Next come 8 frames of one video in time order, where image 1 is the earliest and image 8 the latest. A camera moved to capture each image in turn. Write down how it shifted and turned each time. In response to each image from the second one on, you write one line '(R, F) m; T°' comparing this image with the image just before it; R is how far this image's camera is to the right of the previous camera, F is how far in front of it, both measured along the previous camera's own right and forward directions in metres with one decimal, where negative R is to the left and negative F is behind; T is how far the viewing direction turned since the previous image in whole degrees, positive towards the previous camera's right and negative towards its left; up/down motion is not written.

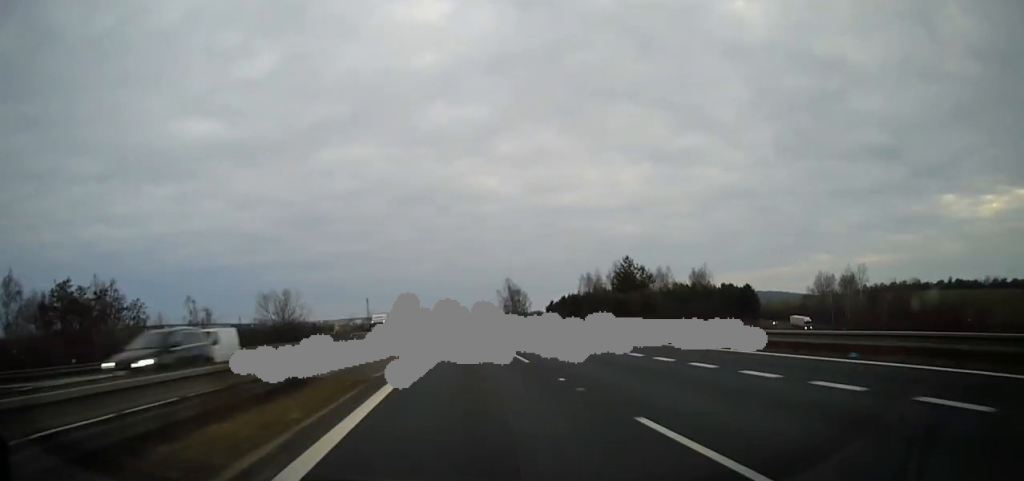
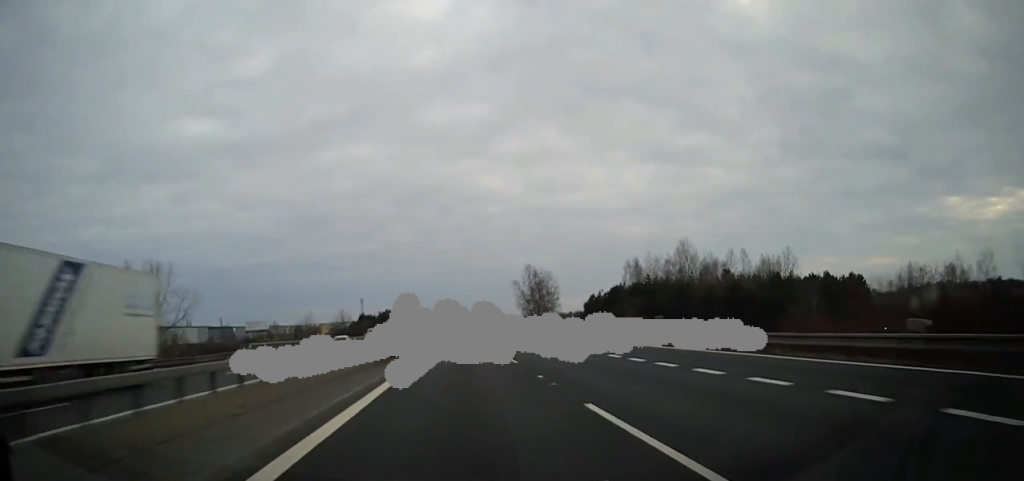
(-0.3, +52.0) m; -1°
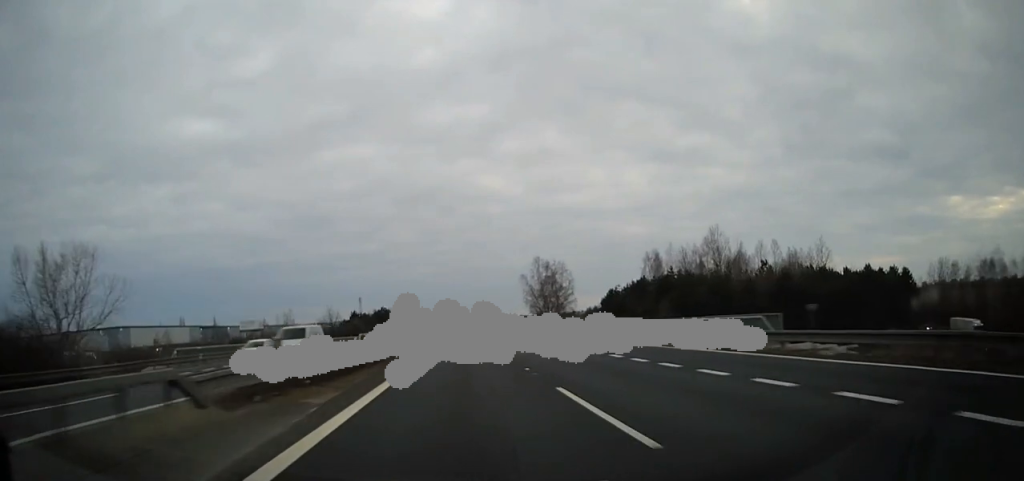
(0.0, +15.2) m; 0°
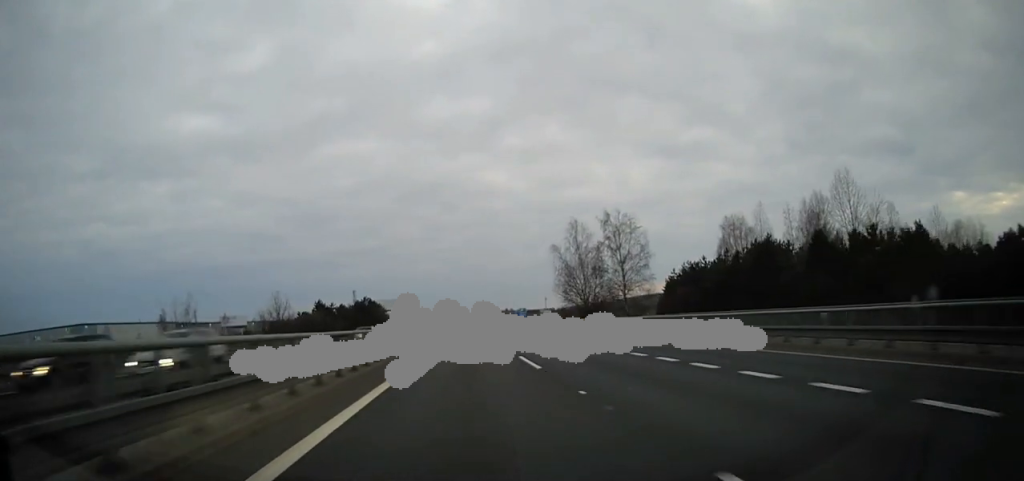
(-0.1, +41.2) m; 0°
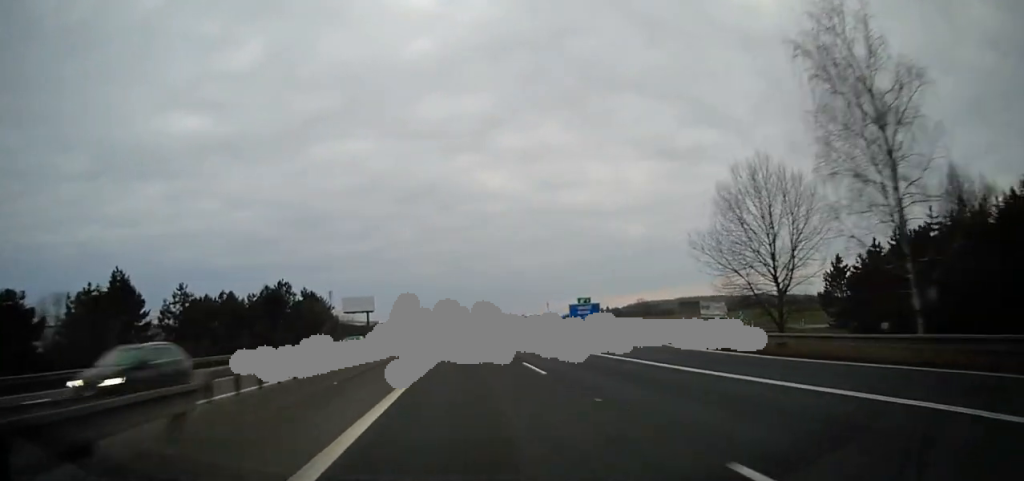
(+0.2, +72.1) m; 0°
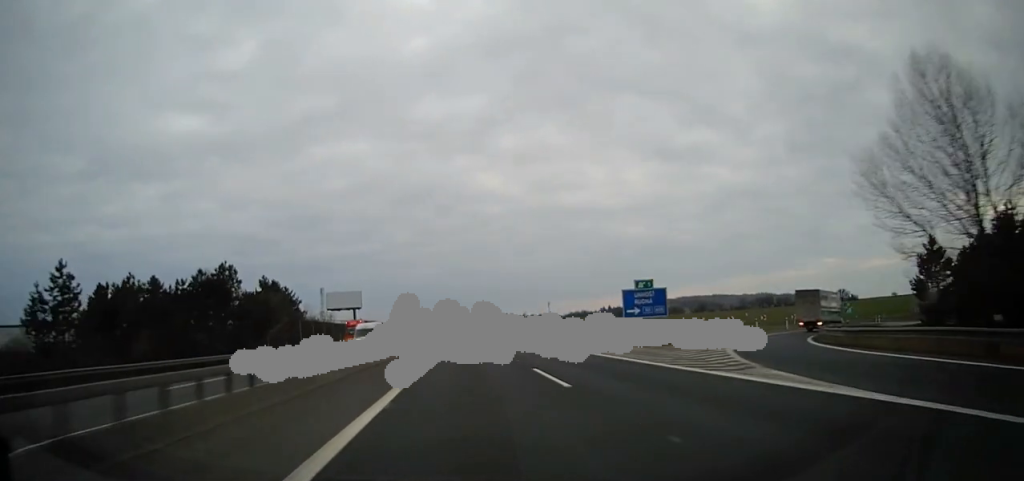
(0.0, +22.0) m; 0°
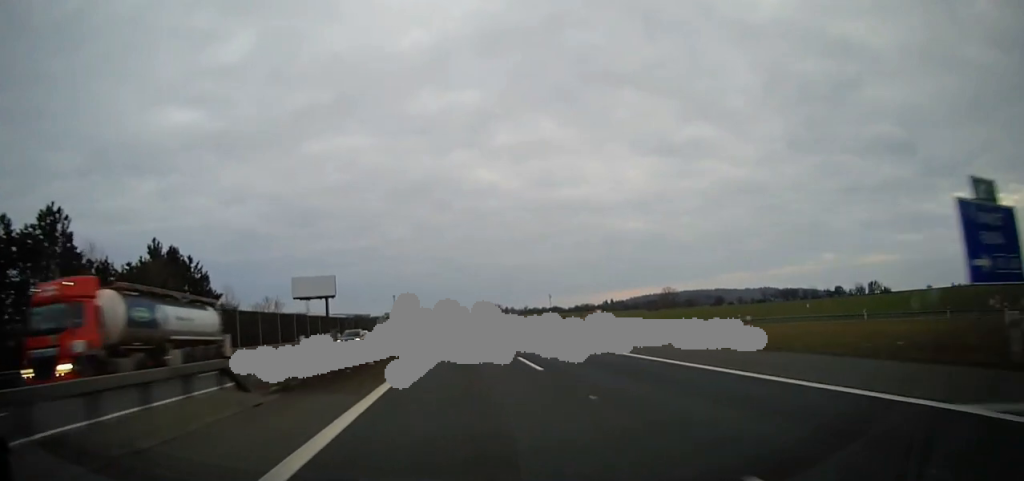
(+0.1, +32.1) m; 0°
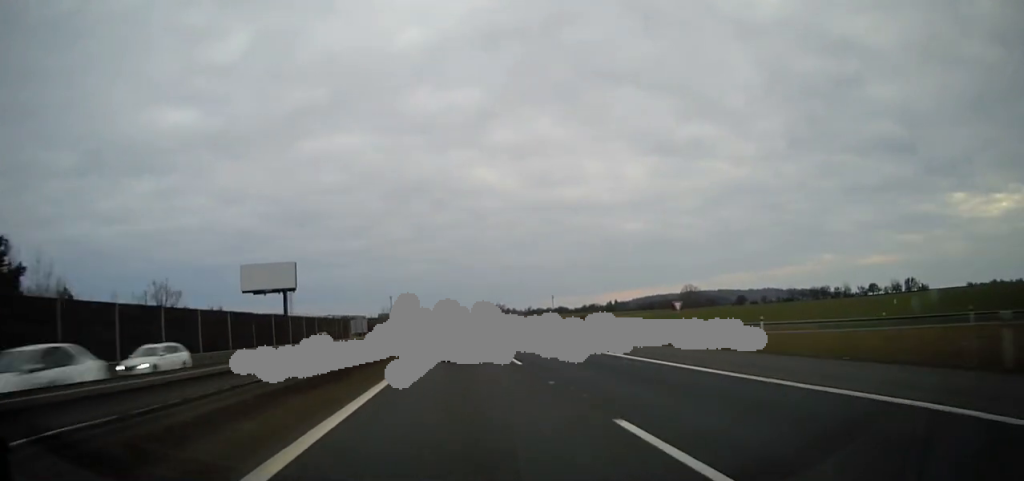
(0.0, +32.3) m; 0°
